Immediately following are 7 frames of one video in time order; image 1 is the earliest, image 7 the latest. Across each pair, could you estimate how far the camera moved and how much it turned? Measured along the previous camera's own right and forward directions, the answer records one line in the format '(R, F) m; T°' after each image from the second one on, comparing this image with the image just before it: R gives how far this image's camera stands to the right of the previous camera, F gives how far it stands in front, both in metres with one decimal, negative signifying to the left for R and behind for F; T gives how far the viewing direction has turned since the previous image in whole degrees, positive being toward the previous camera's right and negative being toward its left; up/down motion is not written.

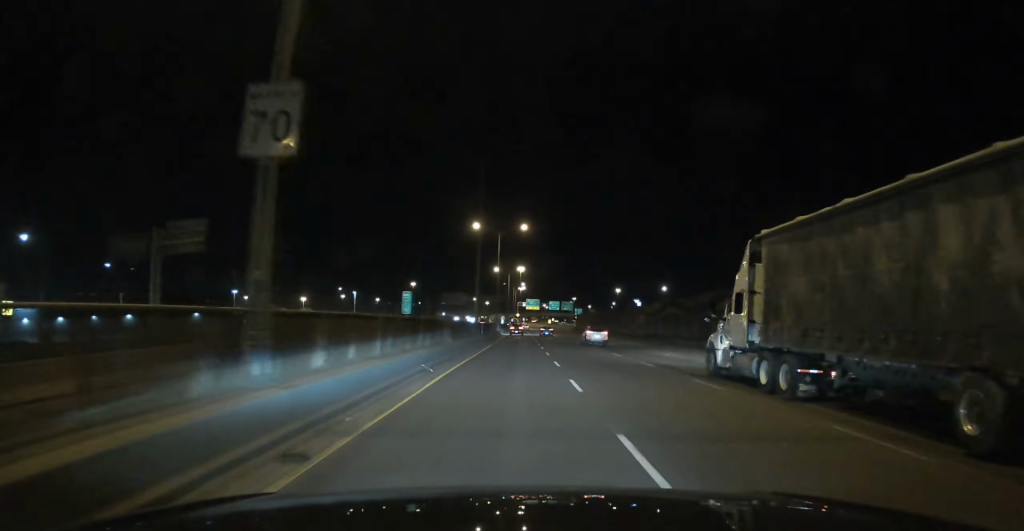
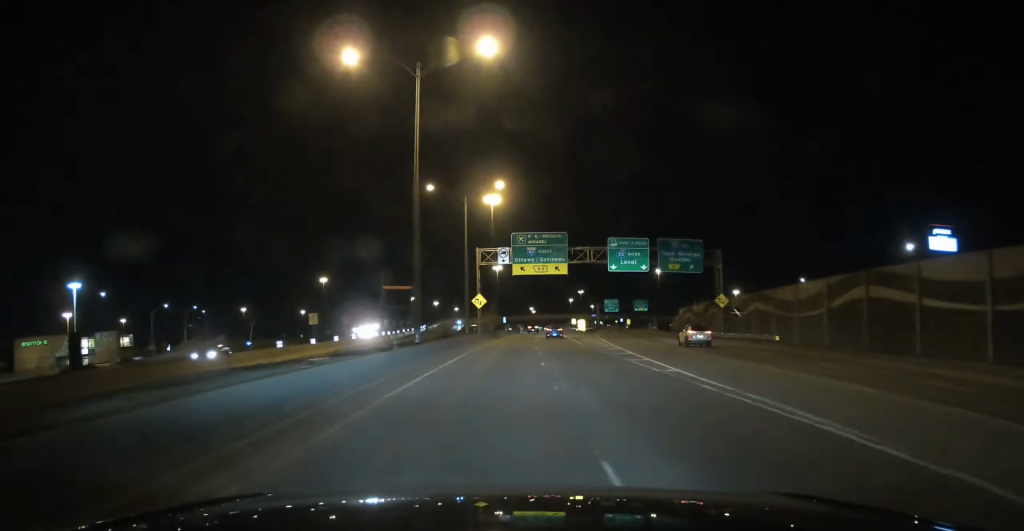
(+1.8, +230.7) m; +2°
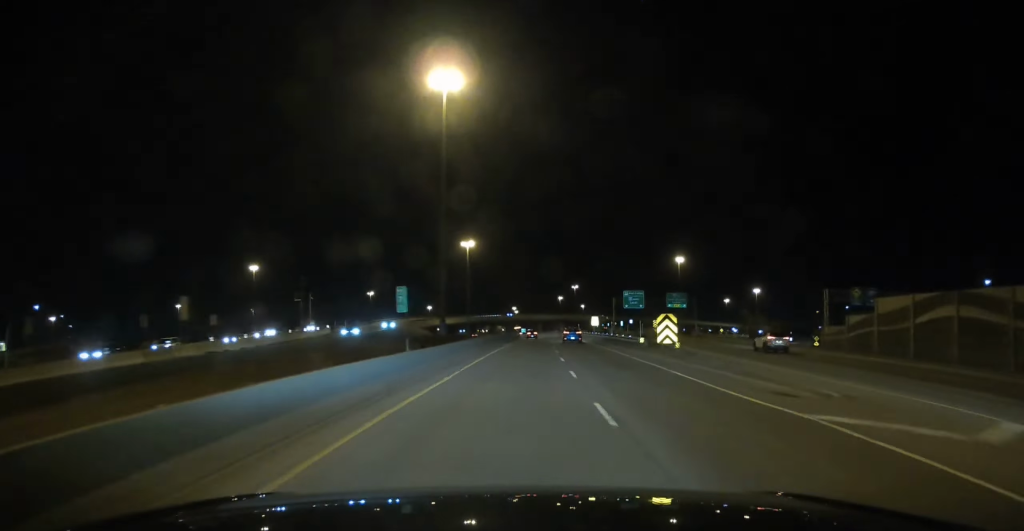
(+1.5, +81.4) m; -1°
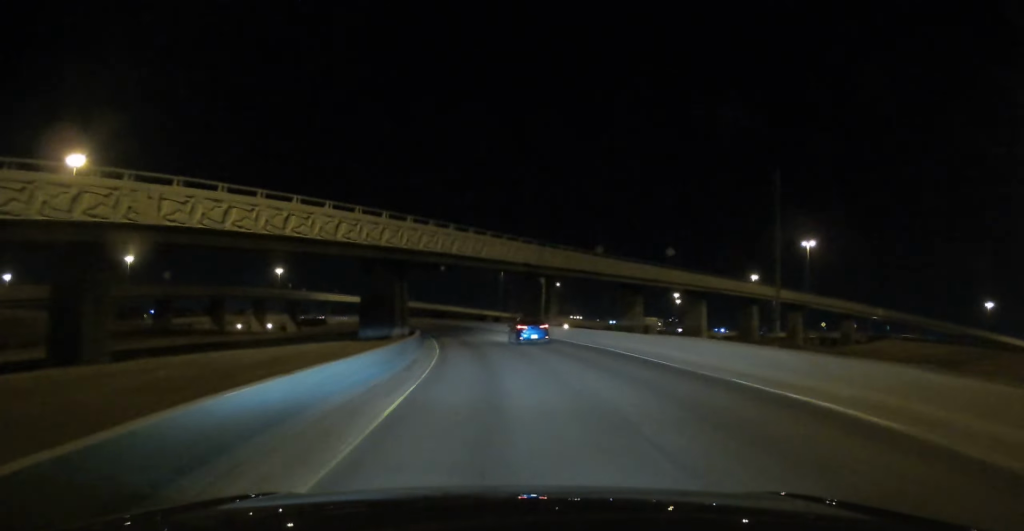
(-11.5, +168.9) m; -18°
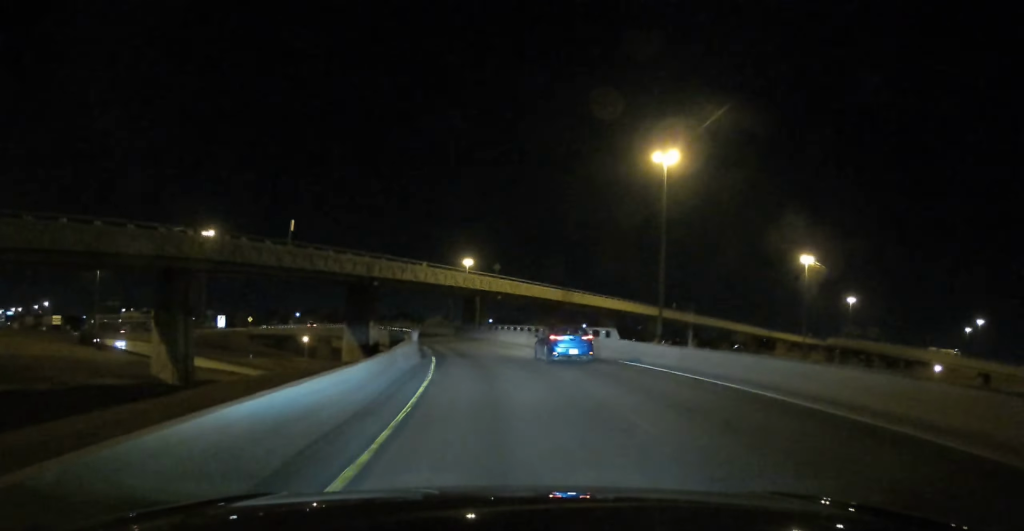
(-21.0, +104.9) m; -24°
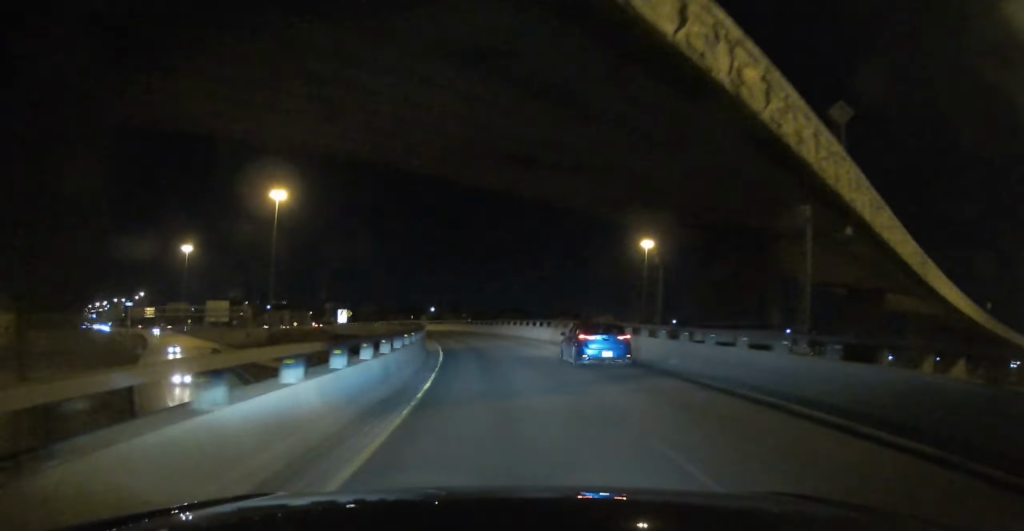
(-8.9, +56.2) m; -14°
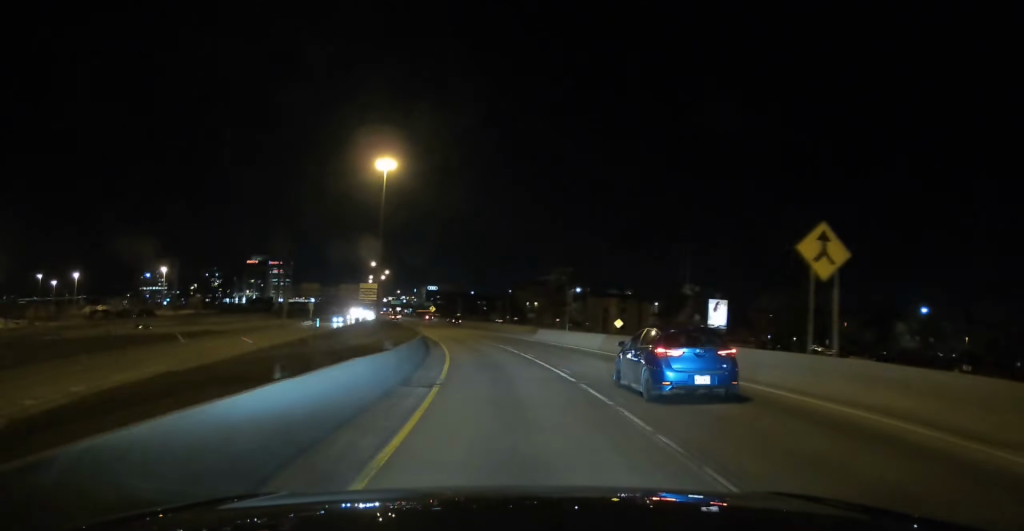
(-39.8, +141.6) m; -30°
